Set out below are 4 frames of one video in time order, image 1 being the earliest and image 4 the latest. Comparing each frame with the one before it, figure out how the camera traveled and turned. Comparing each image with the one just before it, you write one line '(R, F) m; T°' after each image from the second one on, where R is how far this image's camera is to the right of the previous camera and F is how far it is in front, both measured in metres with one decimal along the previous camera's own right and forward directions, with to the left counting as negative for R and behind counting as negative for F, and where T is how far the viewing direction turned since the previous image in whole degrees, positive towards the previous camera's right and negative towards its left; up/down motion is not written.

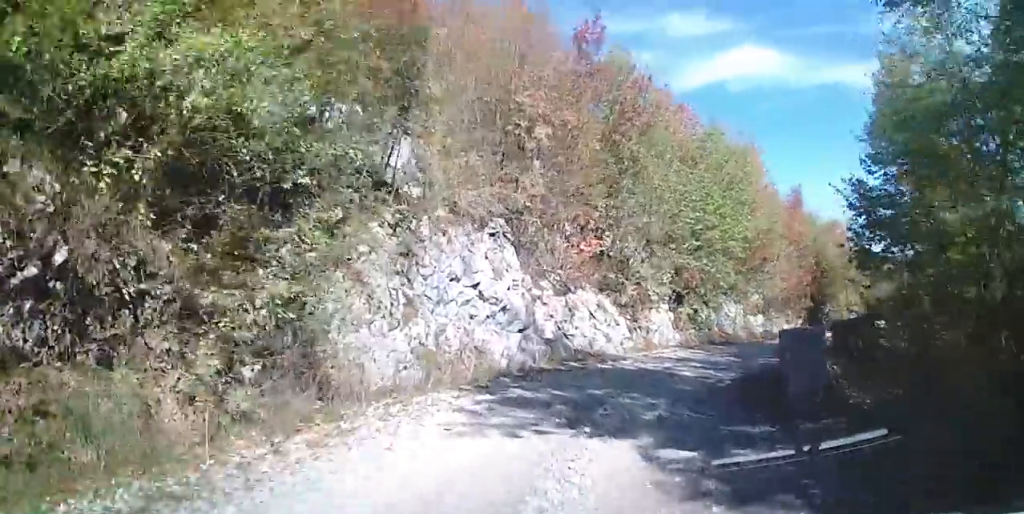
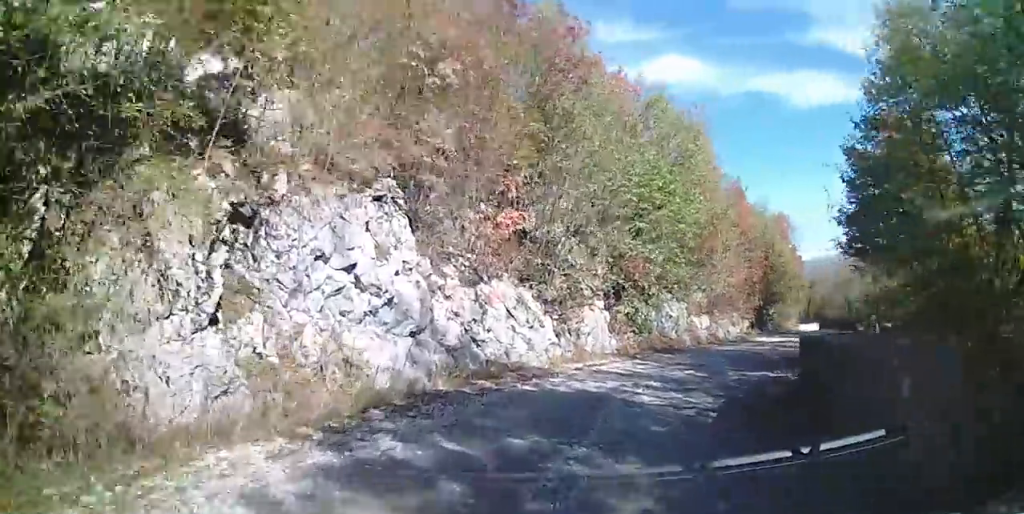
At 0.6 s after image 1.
(-0.2, +3.5) m; +8°
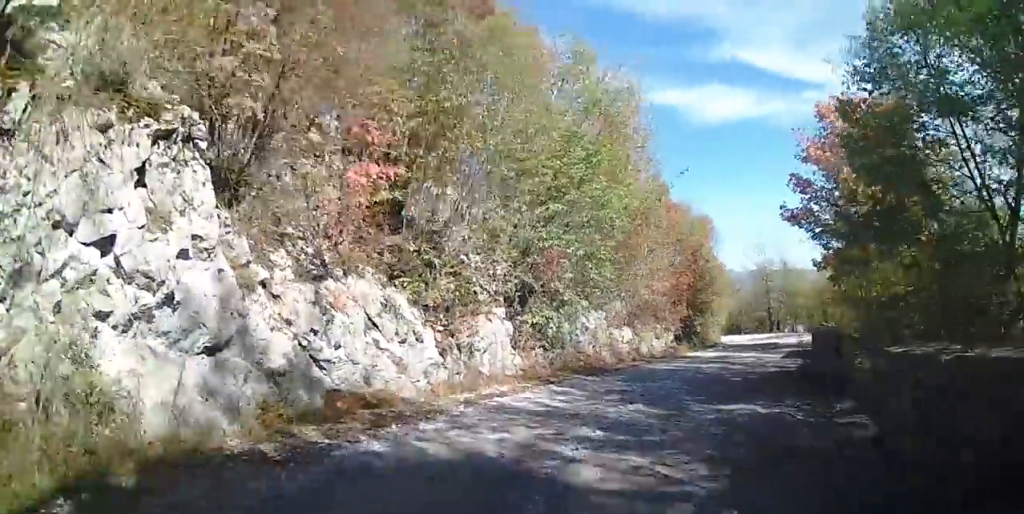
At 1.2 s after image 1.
(+0.6, +3.6) m; +11°
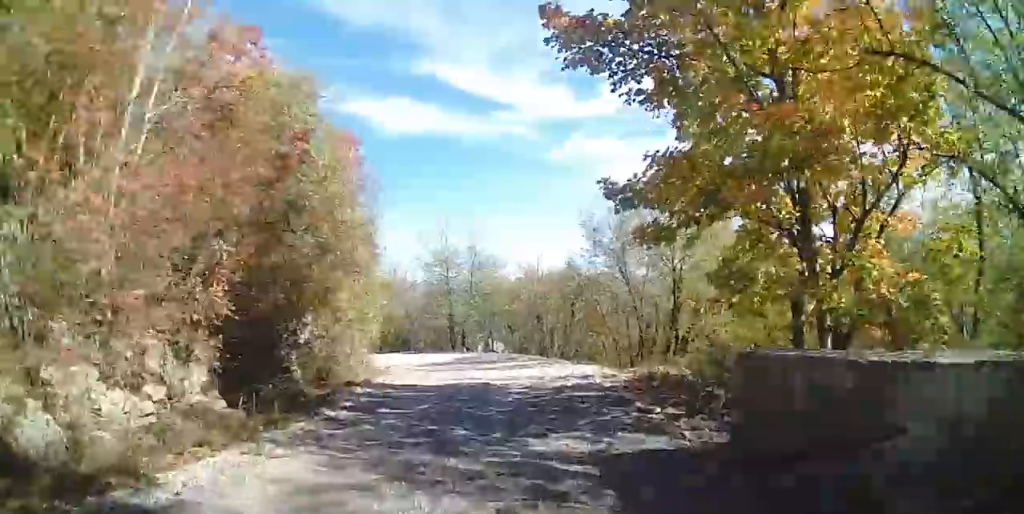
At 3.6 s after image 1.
(+5.3, +14.4) m; +34°
